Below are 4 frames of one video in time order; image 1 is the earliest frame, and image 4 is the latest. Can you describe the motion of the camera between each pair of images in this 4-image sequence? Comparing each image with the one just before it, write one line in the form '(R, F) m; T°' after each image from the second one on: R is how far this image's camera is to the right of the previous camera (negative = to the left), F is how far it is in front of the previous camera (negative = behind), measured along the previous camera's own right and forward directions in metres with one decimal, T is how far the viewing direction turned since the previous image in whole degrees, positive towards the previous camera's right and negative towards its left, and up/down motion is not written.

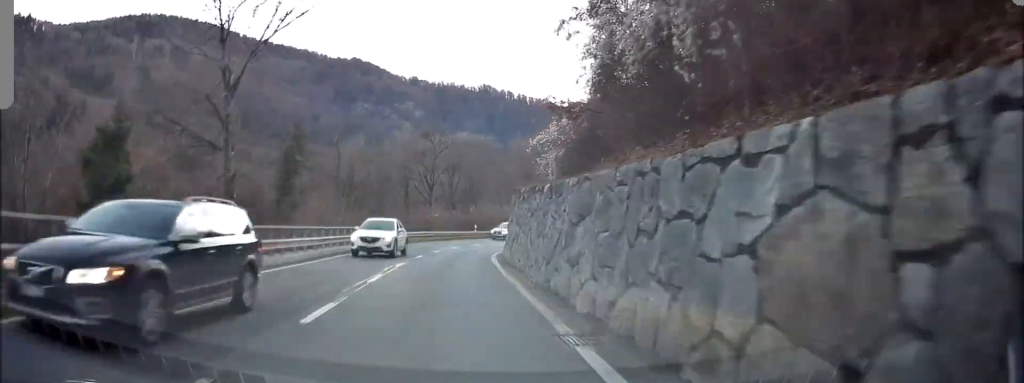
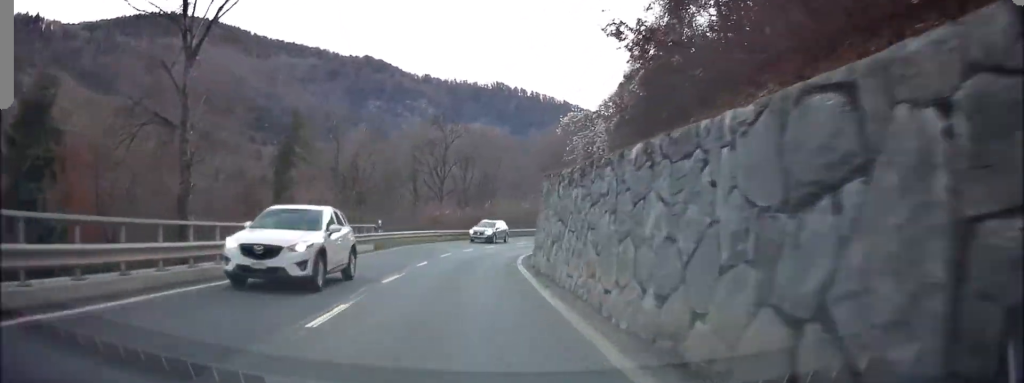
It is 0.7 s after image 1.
(-0.2, +7.5) m; 0°
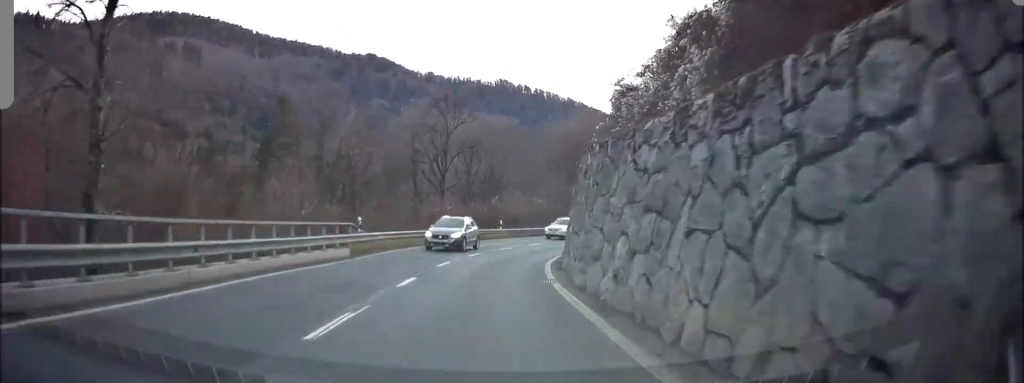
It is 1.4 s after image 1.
(+0.2, +8.0) m; +3°
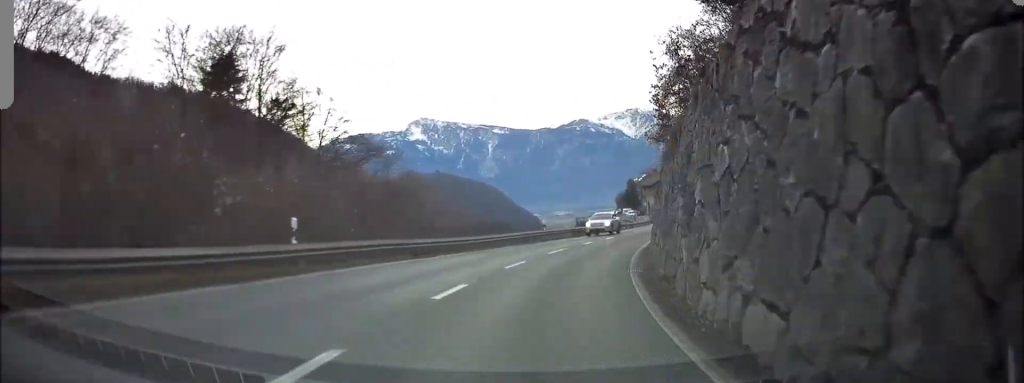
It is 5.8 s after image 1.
(+13.5, +41.7) m; +44°
